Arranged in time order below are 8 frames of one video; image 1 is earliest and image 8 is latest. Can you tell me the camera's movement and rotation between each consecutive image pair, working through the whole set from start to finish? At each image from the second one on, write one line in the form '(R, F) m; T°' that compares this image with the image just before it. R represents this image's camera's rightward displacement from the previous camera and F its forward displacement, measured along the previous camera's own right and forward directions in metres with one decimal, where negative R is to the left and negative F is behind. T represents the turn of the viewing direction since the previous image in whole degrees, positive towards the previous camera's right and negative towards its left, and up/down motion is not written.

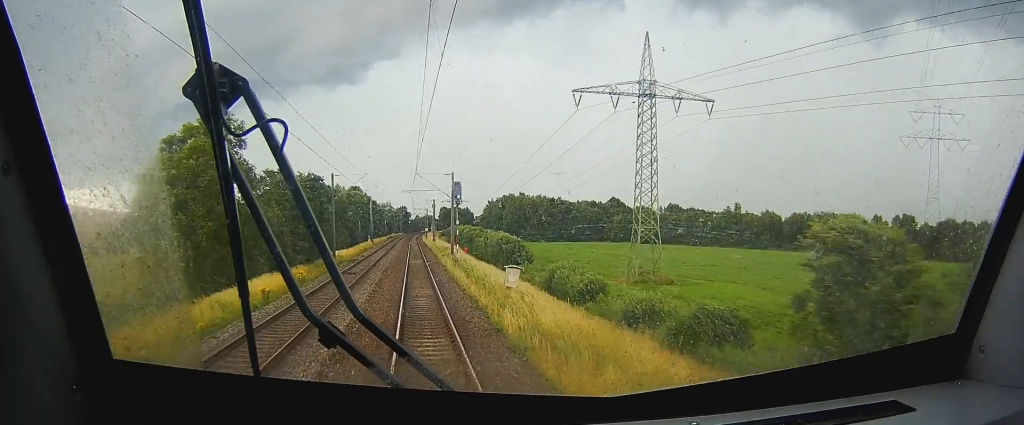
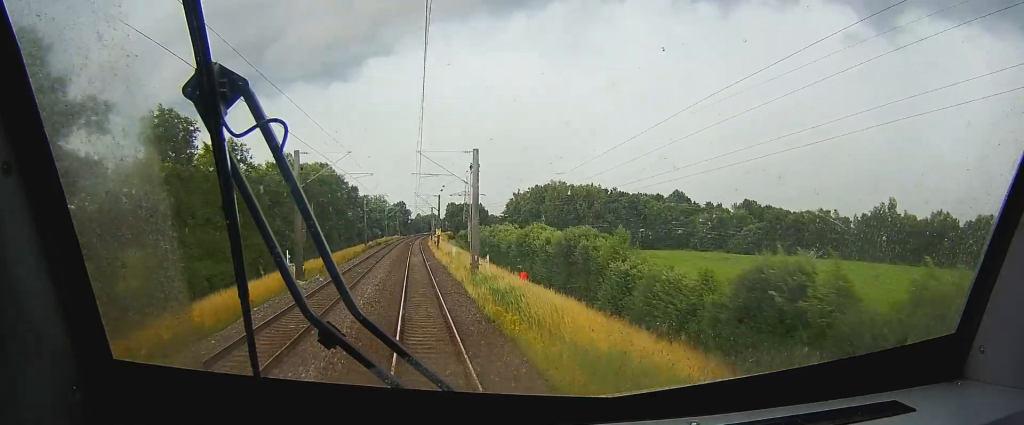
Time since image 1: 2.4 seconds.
(+0.3, +80.3) m; +1°
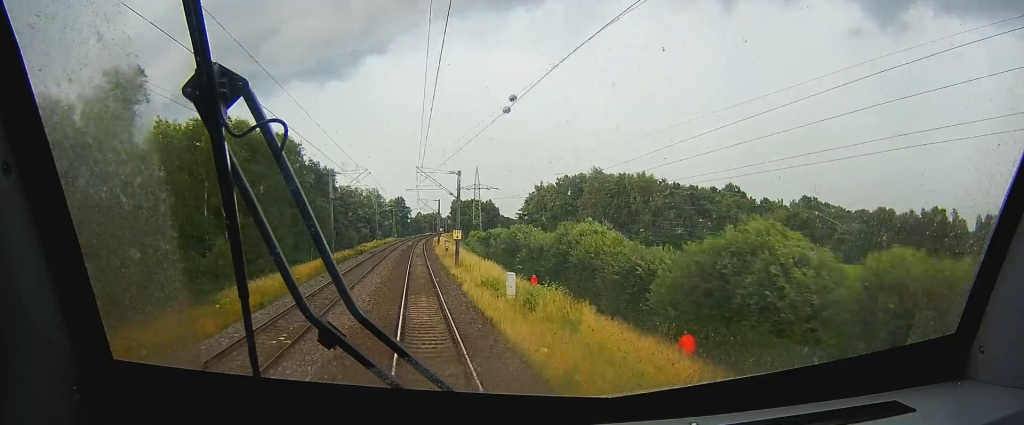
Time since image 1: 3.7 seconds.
(+0.1, +44.0) m; 0°
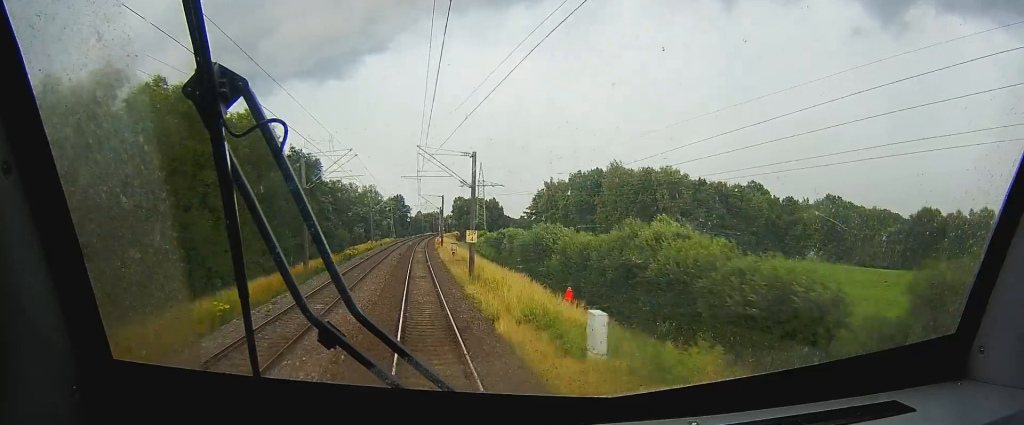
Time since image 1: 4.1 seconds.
(0.0, +14.6) m; 0°
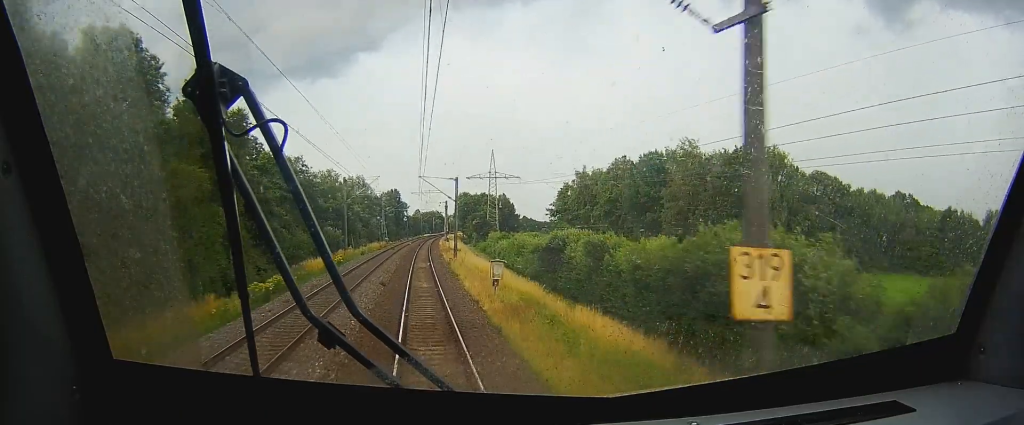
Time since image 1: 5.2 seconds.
(0.0, +37.0) m; 0°
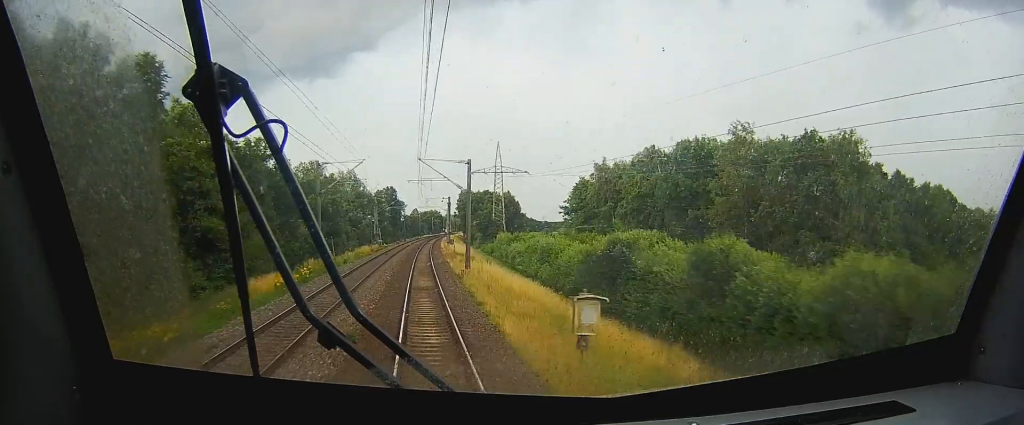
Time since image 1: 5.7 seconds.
(0.0, +17.9) m; 0°
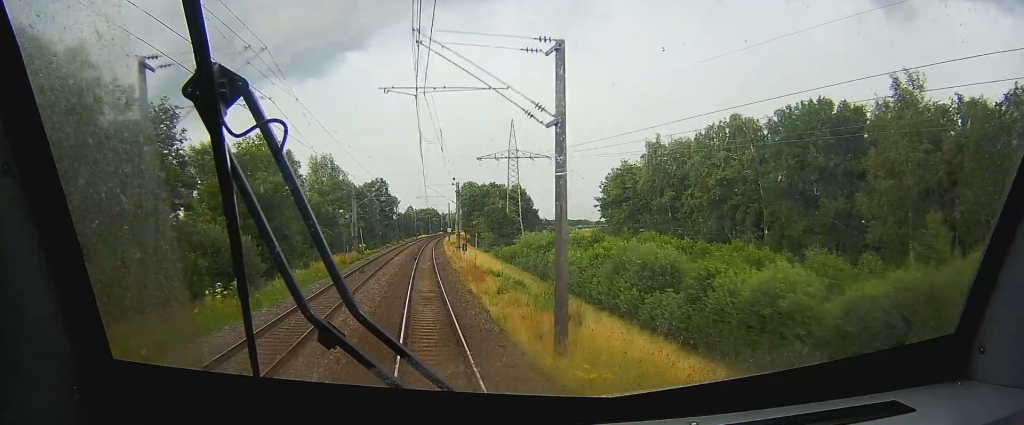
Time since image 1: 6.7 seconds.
(0.0, +32.4) m; +1°
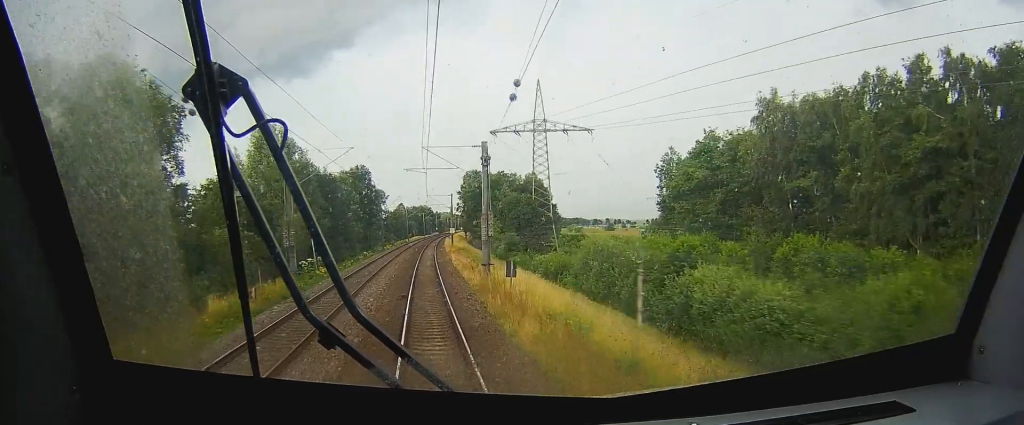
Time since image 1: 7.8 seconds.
(+0.3, +35.8) m; +1°
